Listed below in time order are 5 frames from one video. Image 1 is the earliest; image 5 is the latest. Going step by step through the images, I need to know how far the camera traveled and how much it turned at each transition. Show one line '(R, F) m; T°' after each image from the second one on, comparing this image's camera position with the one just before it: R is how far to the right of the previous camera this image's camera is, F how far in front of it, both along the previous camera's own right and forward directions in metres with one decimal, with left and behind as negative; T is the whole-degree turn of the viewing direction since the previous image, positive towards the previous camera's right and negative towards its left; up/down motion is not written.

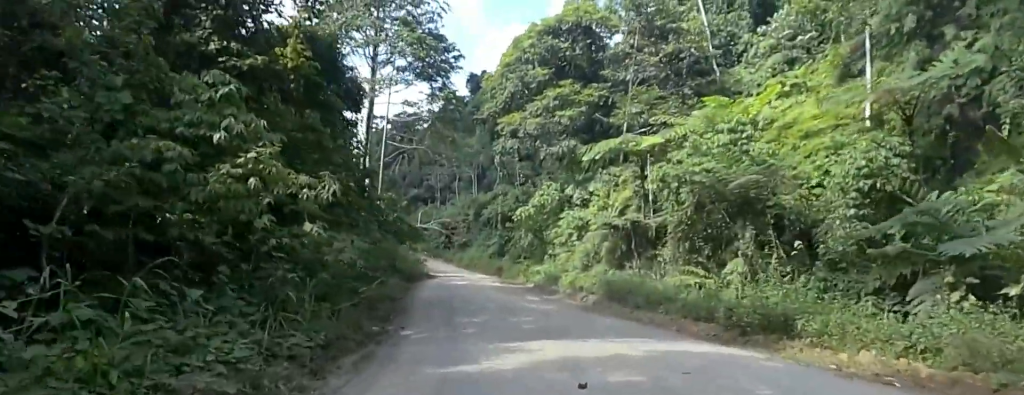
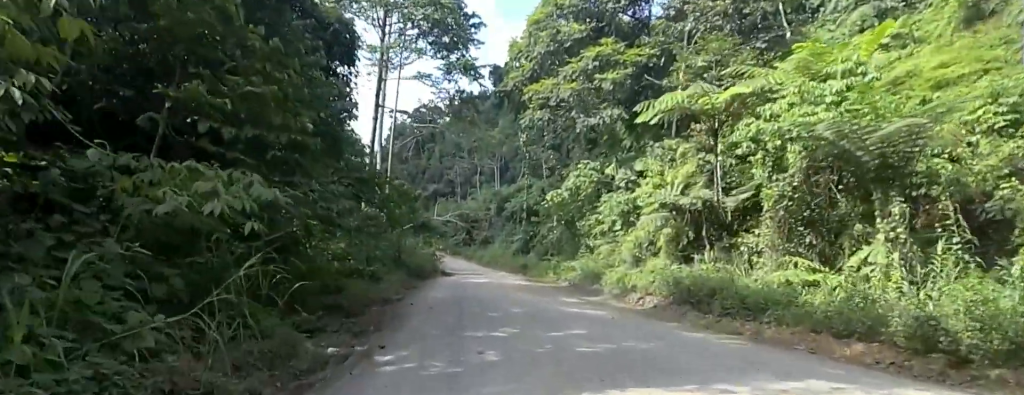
(+0.1, +6.8) m; +1°
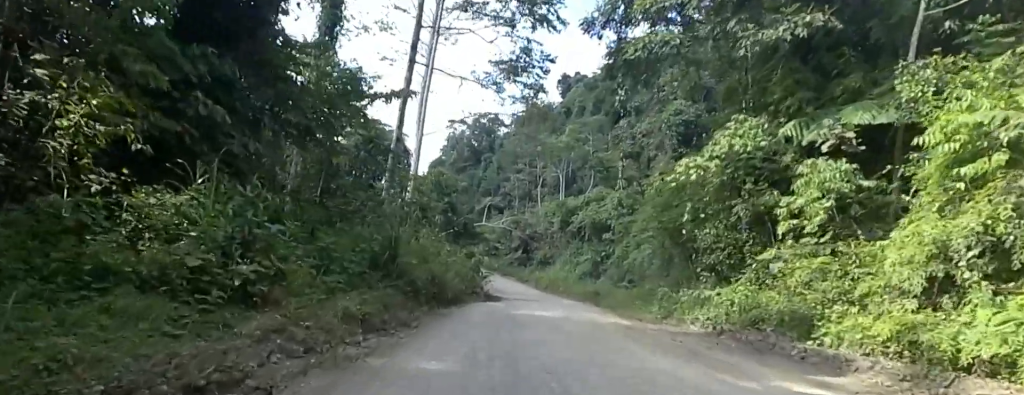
(+0.2, +14.1) m; +1°
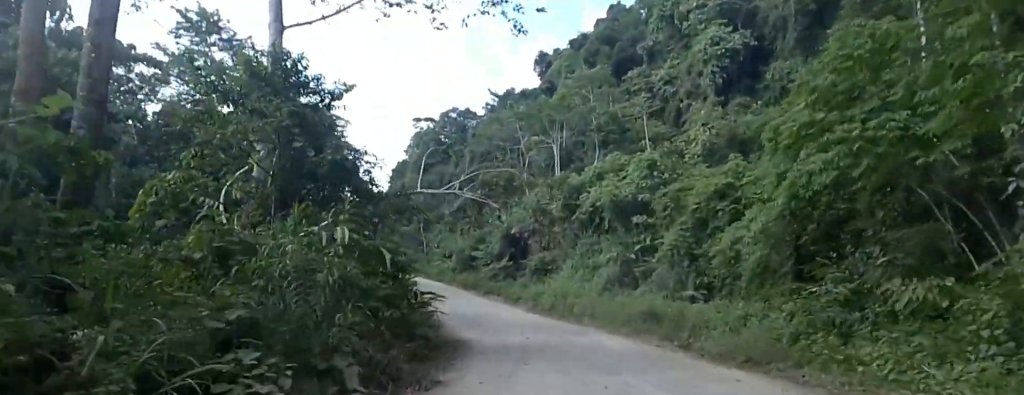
(+1.7, +23.8) m; +3°
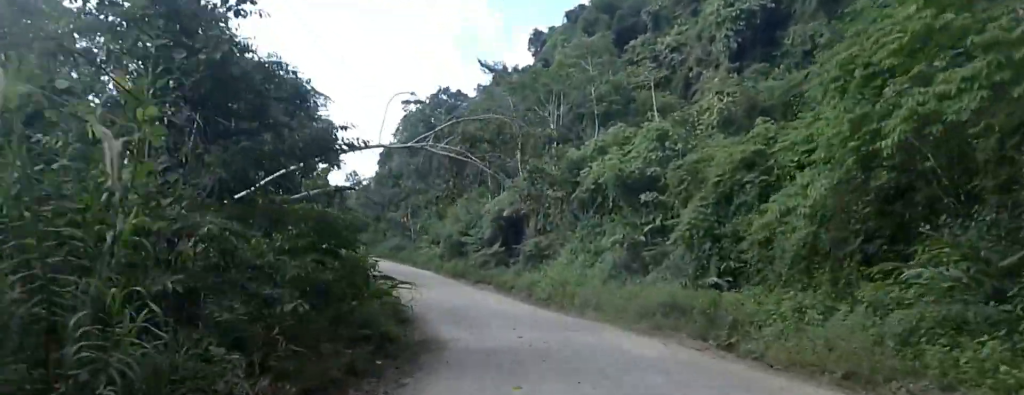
(-0.5, +4.9) m; +3°
